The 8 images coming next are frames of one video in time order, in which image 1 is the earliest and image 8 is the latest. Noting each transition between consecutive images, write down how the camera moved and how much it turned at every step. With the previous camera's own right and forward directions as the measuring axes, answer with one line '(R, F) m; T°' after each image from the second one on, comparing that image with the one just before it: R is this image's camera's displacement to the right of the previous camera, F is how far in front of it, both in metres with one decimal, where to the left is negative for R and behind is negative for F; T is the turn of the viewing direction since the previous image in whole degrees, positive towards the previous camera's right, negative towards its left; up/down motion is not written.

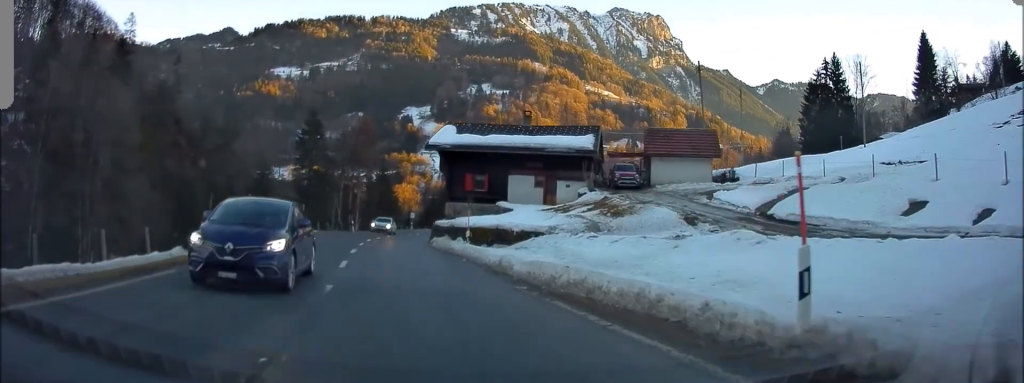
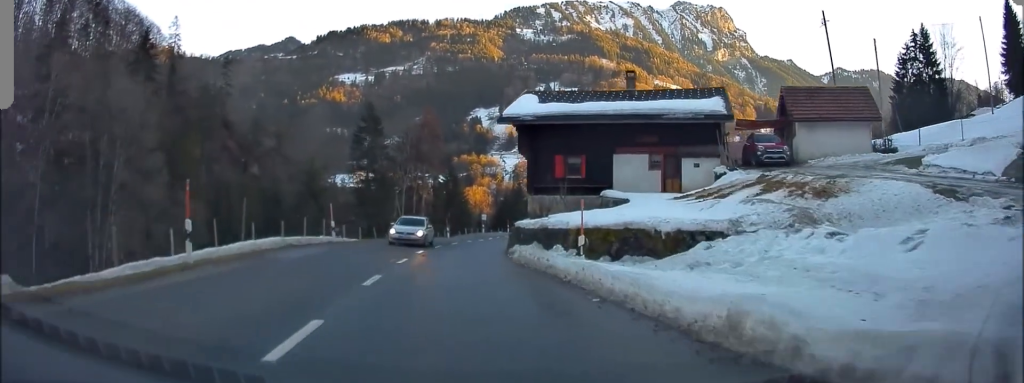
(-1.1, +12.9) m; -5°
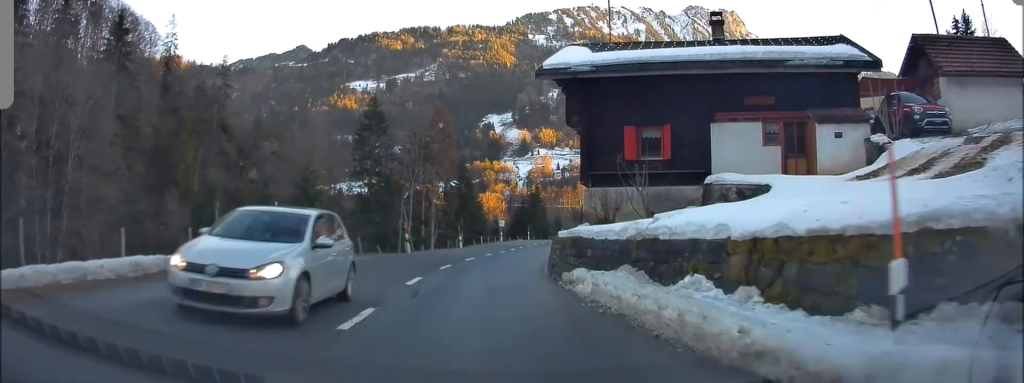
(-0.4, +12.7) m; -2°
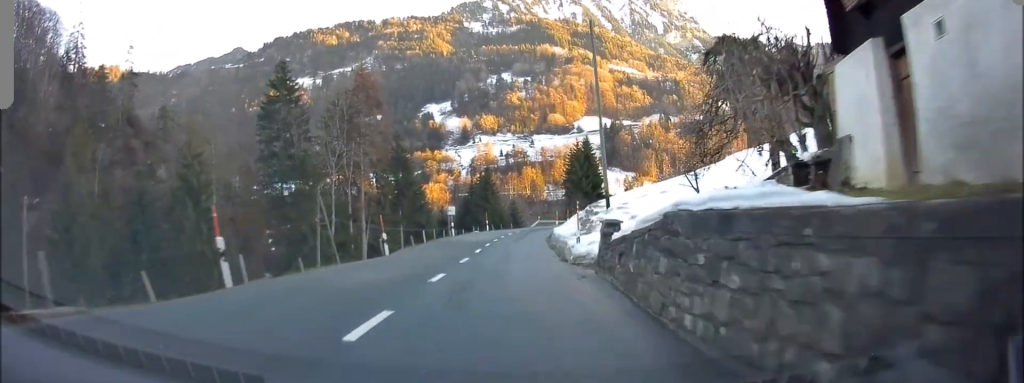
(0.0, +21.3) m; +2°
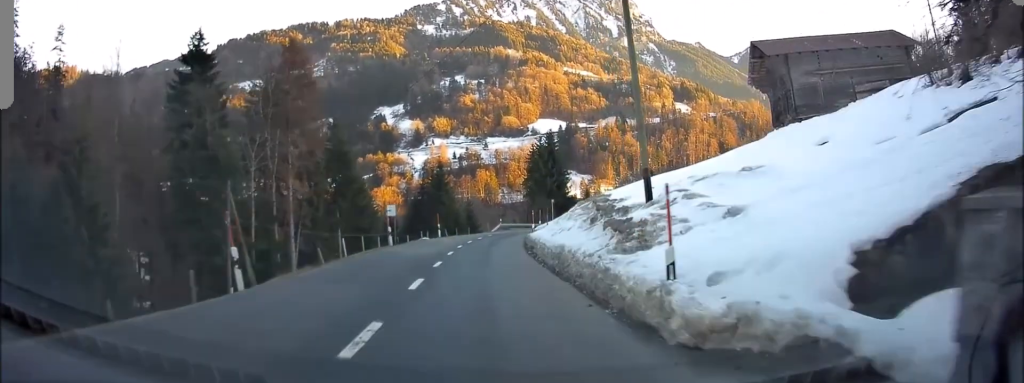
(+0.3, +12.4) m; +3°
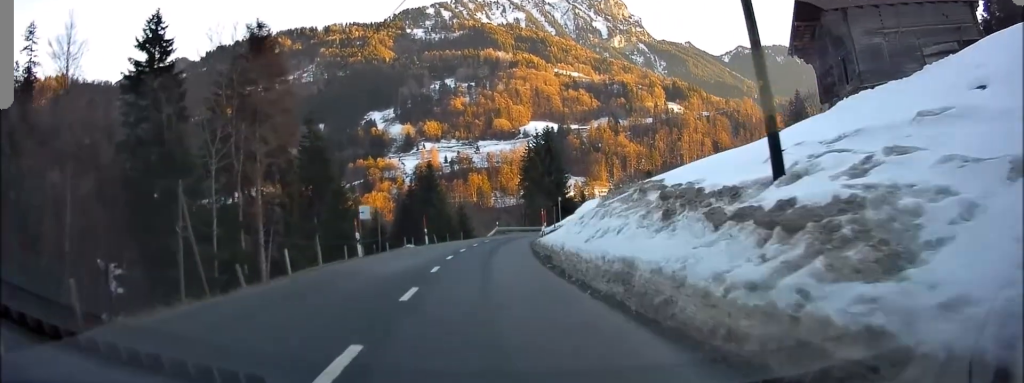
(+0.1, +7.1) m; +2°
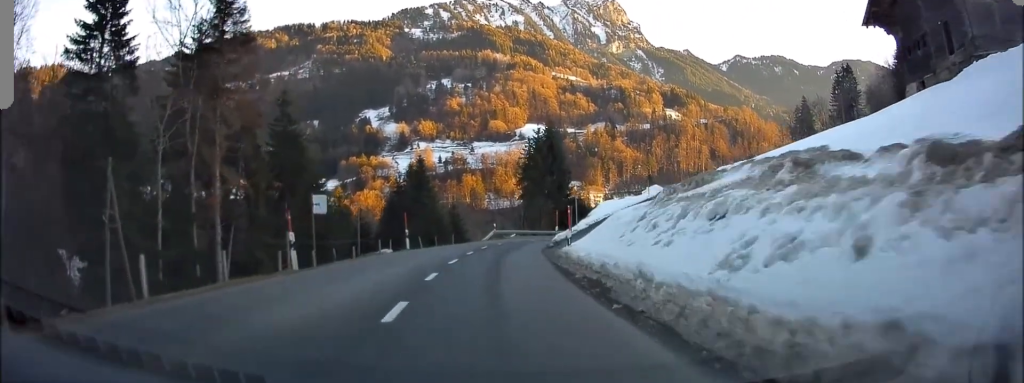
(+0.1, +7.3) m; +1°
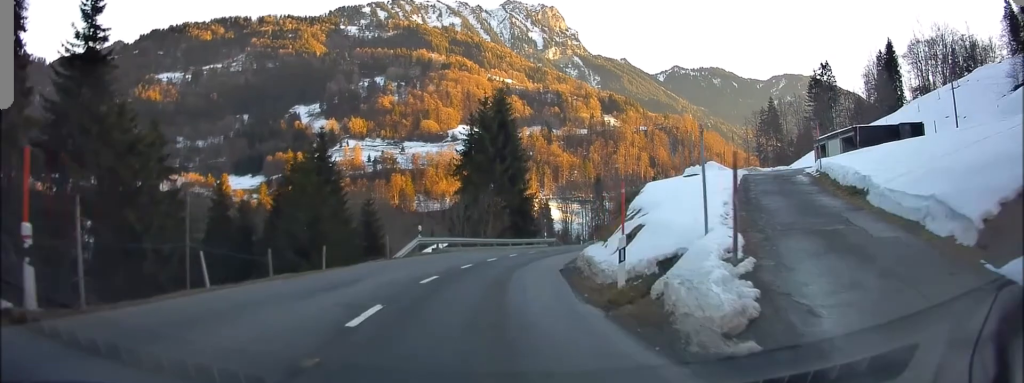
(+0.9, +19.8) m; +6°
